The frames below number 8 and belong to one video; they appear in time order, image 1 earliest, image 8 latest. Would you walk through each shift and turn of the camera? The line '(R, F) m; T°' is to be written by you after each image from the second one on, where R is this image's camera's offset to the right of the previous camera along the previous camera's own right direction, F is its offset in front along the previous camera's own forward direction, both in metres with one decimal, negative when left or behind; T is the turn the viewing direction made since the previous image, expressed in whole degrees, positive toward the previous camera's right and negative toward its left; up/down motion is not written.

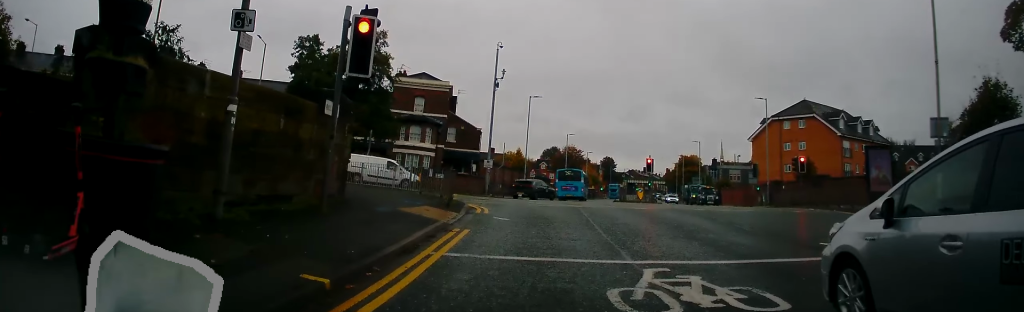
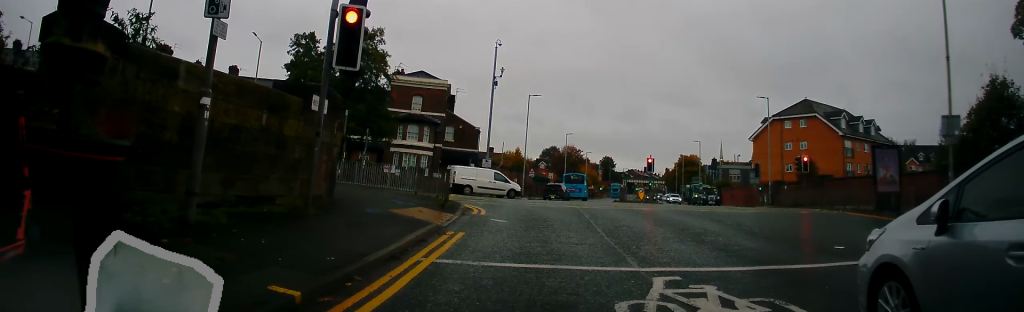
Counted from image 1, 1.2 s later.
(+0.2, +0.8) m; 0°
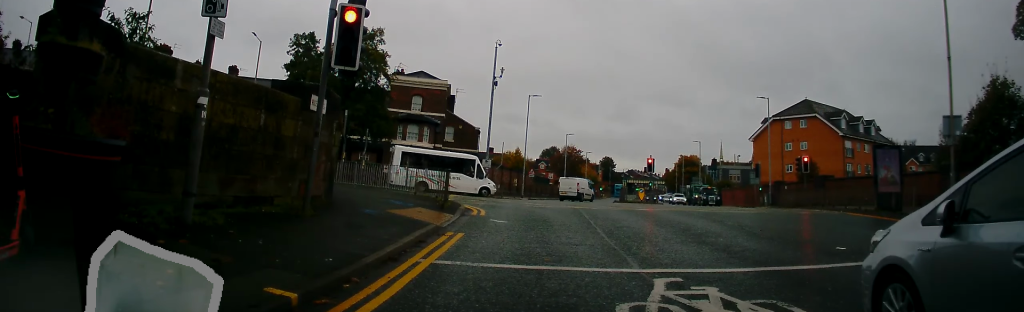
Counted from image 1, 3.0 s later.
(0.0, +0.1) m; 0°
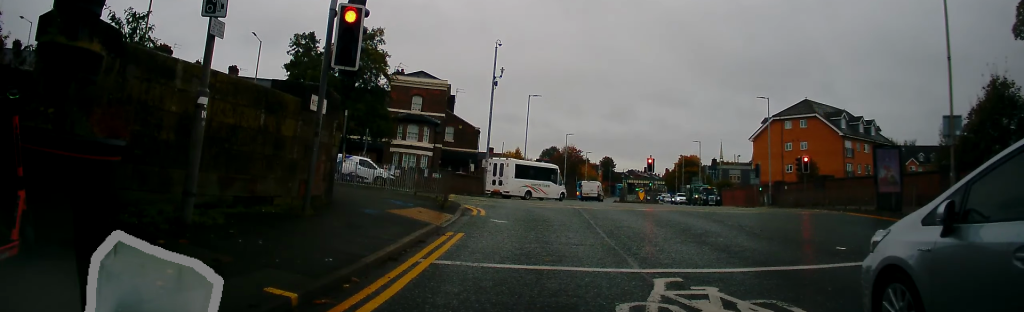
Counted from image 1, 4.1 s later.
(0.0, 0.0) m; 0°
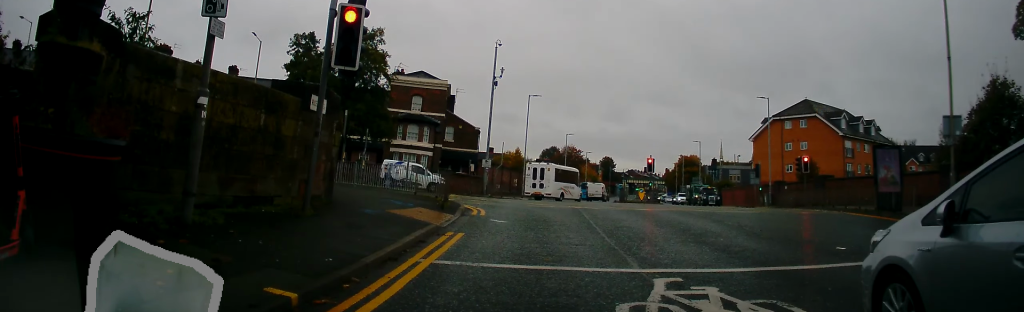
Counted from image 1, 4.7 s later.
(0.0, 0.0) m; 0°
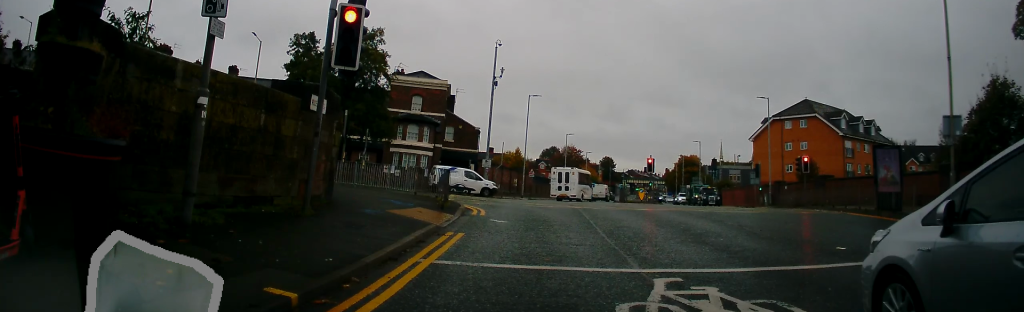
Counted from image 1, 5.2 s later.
(0.0, 0.0) m; 0°
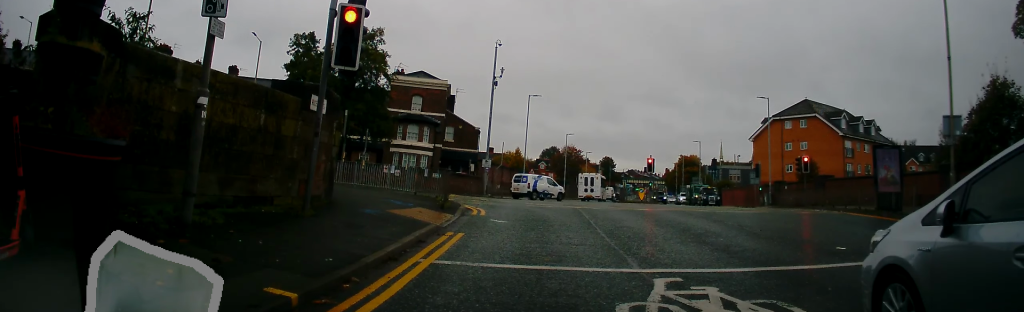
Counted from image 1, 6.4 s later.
(0.0, 0.0) m; 0°
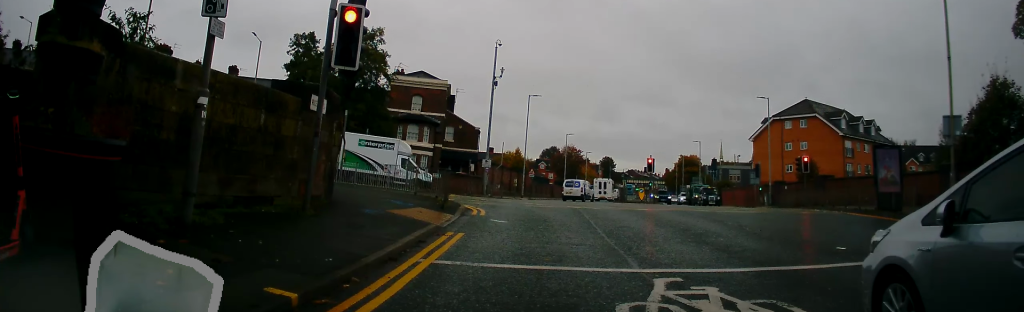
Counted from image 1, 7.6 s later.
(0.0, 0.0) m; 0°
